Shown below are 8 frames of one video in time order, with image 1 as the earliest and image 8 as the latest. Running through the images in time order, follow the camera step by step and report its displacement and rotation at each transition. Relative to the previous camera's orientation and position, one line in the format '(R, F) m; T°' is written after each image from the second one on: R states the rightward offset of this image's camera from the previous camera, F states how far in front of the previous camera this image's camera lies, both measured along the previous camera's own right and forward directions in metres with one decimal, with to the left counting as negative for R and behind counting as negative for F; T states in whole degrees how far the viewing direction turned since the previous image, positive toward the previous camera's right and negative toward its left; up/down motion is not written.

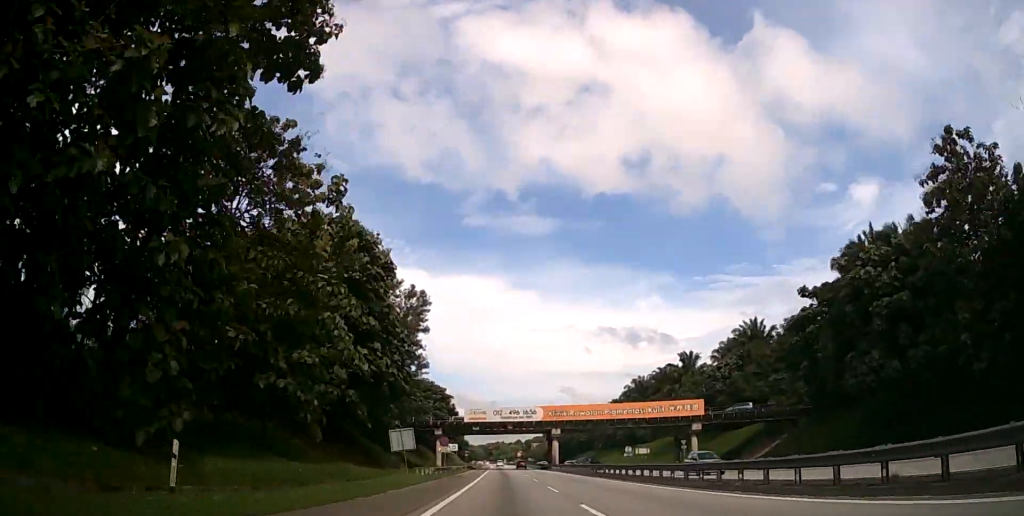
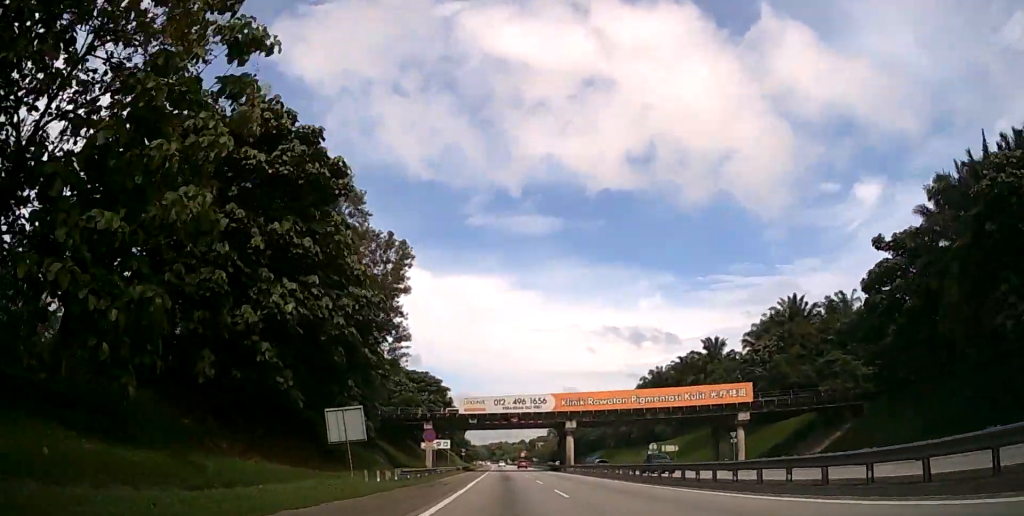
(0.0, +15.5) m; 0°
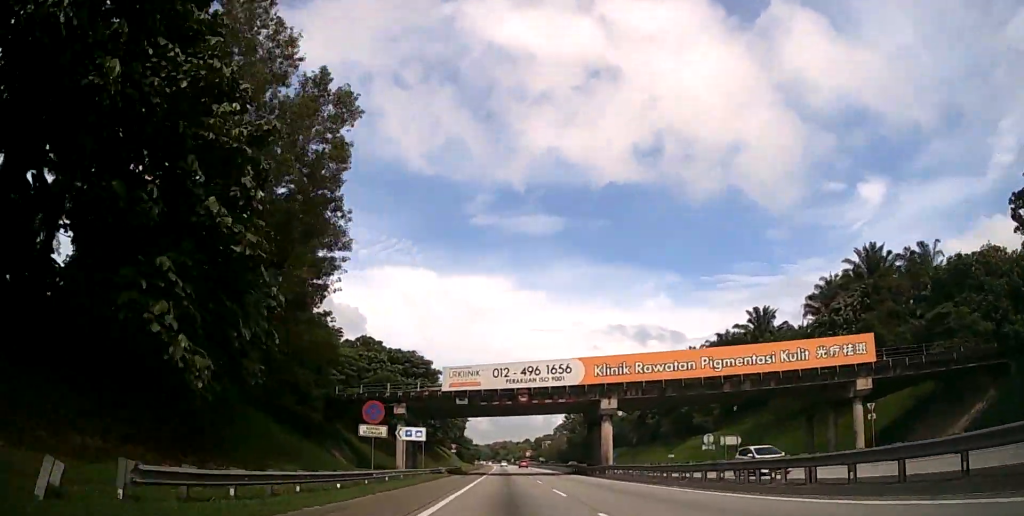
(-0.1, +23.2) m; 0°
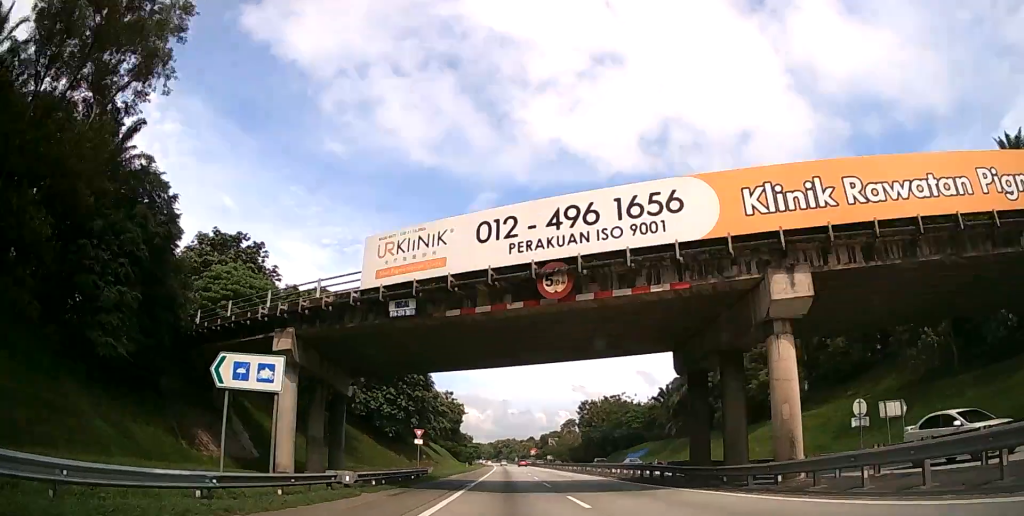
(-0.1, +29.8) m; 0°
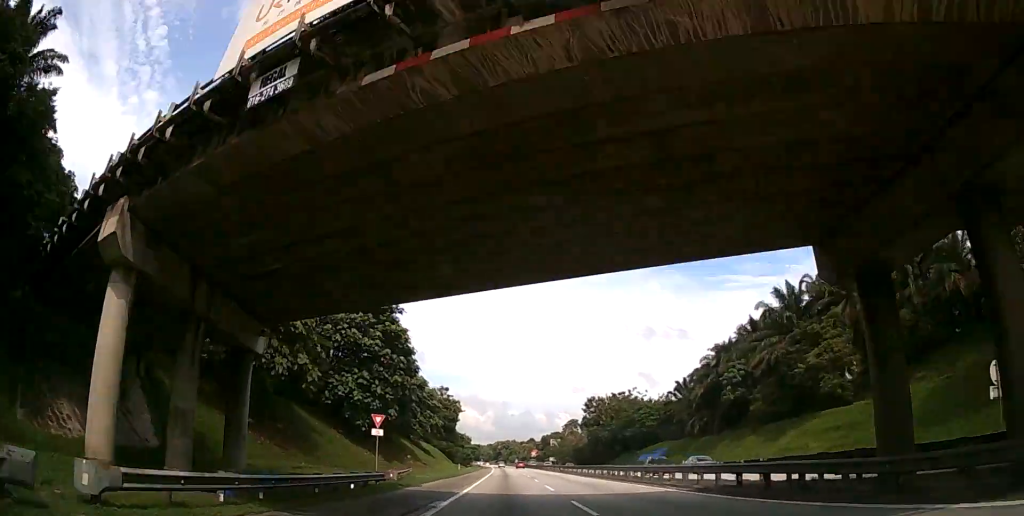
(0.0, +13.2) m; 0°
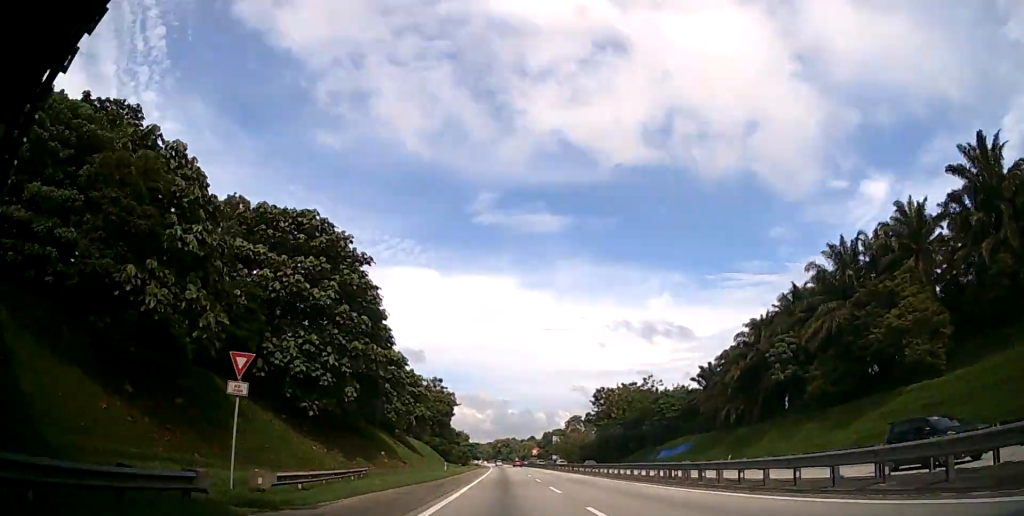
(0.0, +15.4) m; 0°
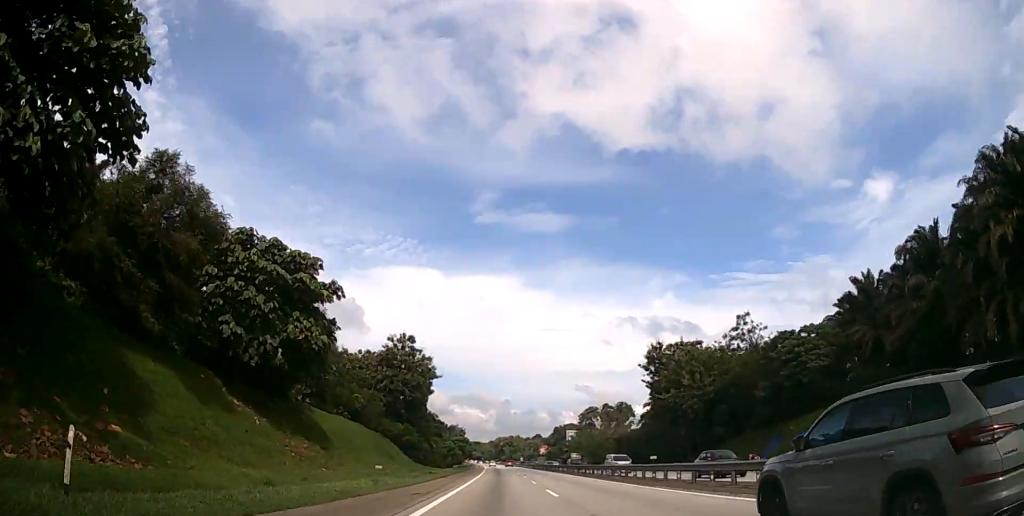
(-0.1, +49.6) m; 0°
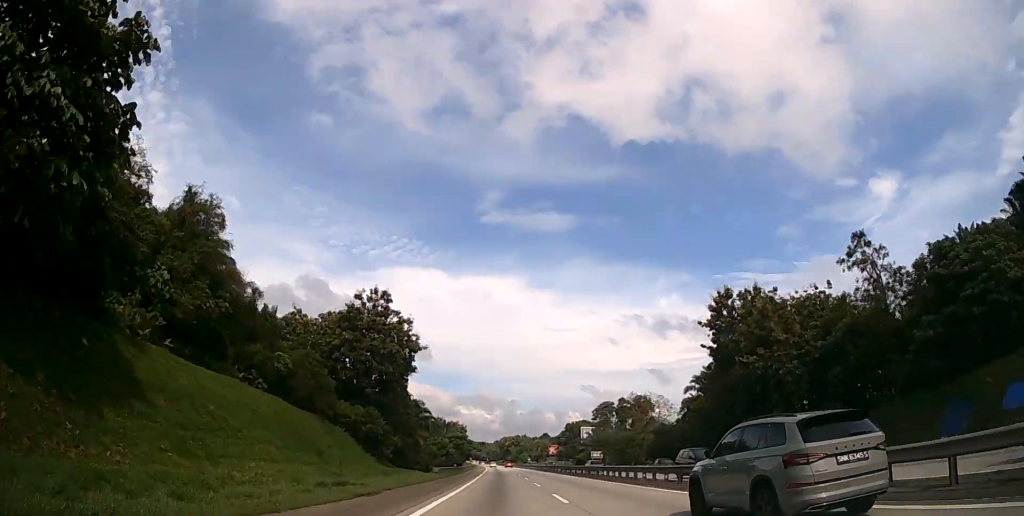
(0.0, +26.4) m; 0°
